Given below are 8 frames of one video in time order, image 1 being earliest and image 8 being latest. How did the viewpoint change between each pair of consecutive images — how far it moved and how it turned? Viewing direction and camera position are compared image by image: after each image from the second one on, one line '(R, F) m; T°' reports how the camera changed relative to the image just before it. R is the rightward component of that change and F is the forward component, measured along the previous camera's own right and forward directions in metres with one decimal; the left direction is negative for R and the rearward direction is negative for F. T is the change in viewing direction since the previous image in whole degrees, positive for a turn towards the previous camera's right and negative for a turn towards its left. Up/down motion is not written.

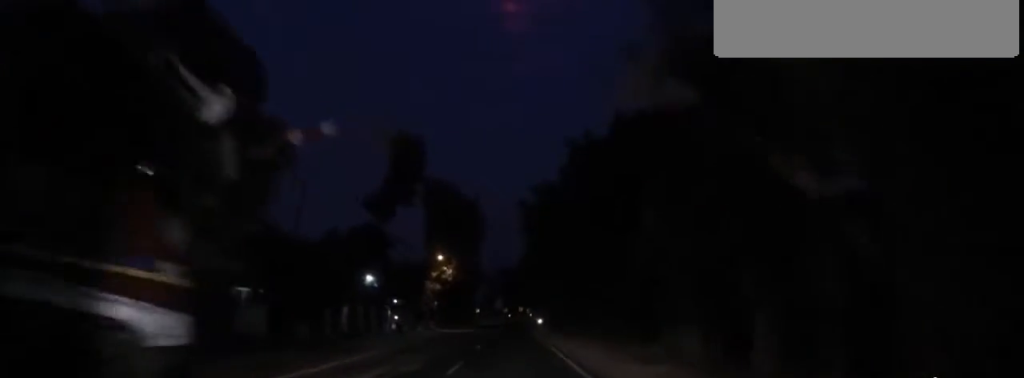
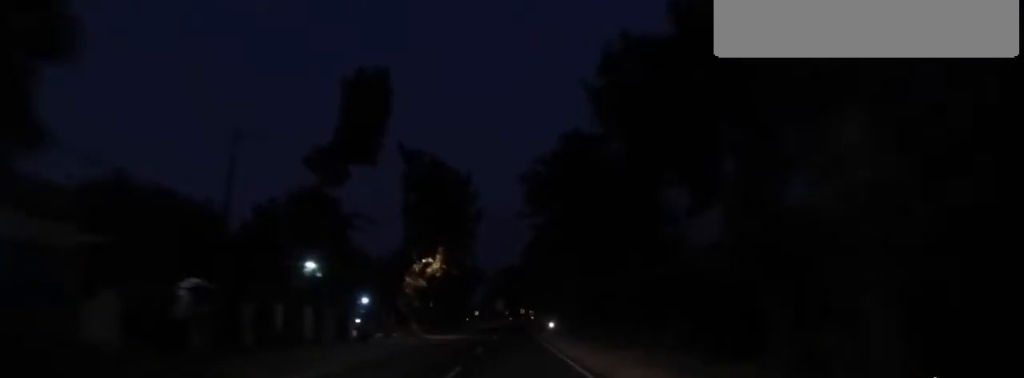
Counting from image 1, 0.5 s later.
(0.0, +8.5) m; 0°
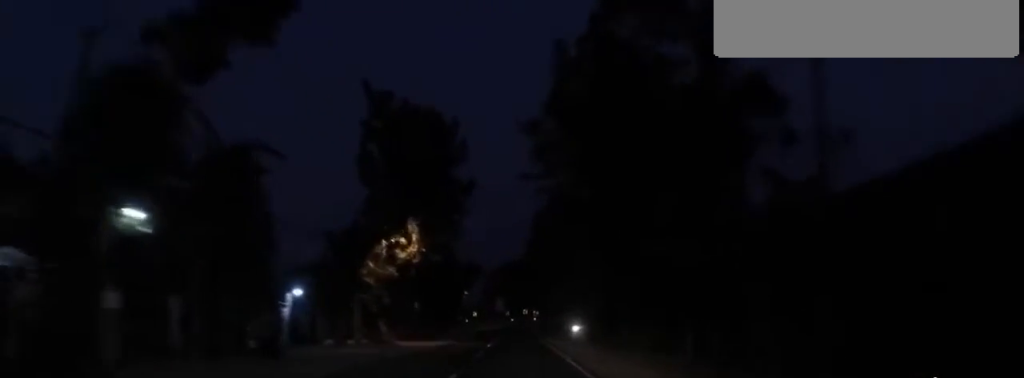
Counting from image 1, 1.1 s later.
(0.0, +10.1) m; 0°
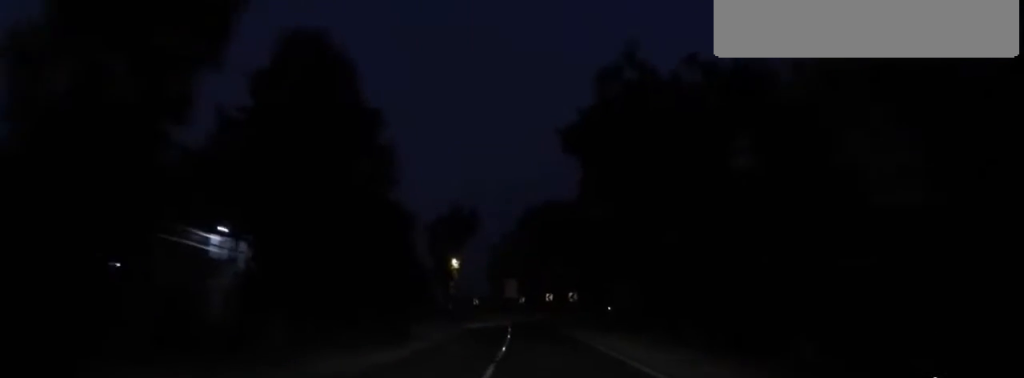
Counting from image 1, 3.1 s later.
(0.0, +32.2) m; 0°
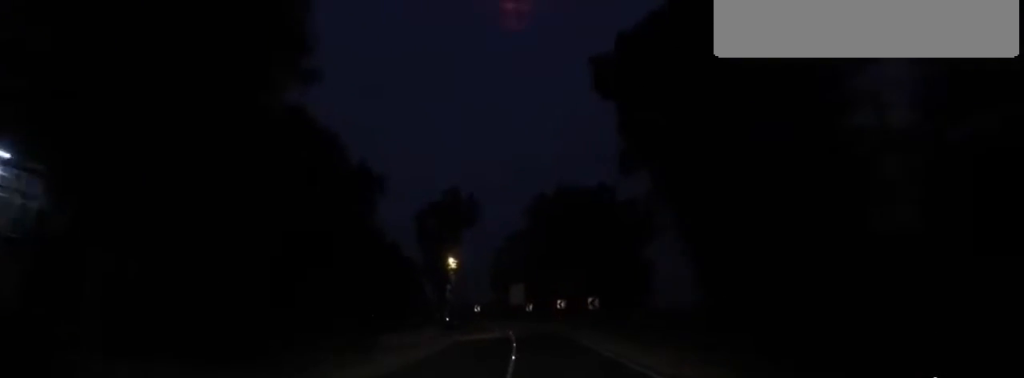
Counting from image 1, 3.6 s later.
(0.0, +7.8) m; 0°
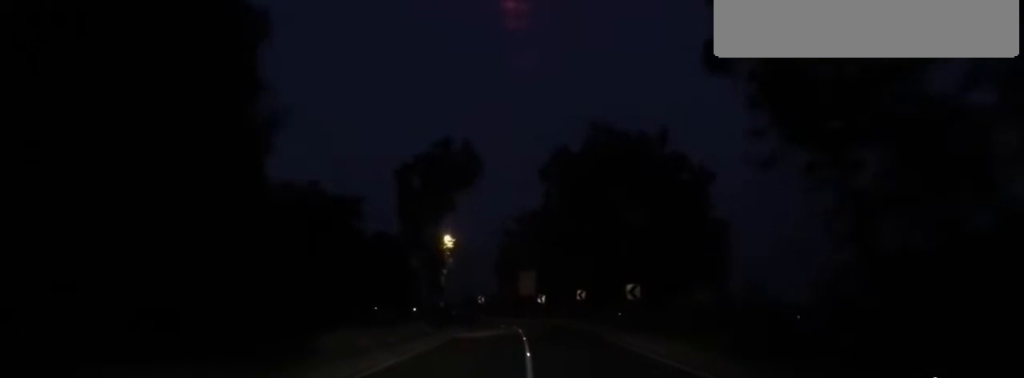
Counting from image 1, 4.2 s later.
(0.0, +9.0) m; 0°
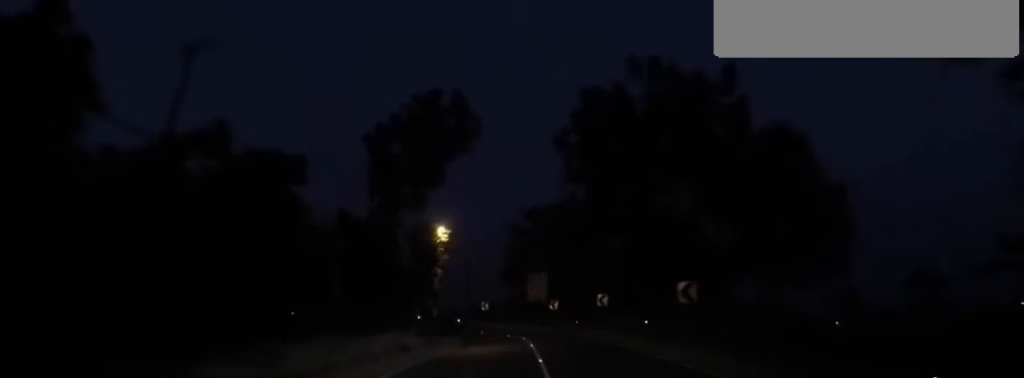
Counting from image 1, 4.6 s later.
(0.0, +6.7) m; 0°
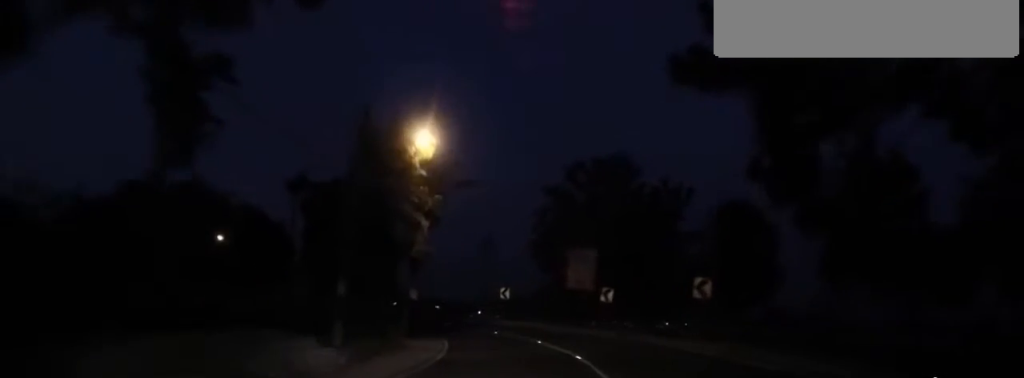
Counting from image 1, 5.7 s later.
(0.0, +14.6) m; -8°
